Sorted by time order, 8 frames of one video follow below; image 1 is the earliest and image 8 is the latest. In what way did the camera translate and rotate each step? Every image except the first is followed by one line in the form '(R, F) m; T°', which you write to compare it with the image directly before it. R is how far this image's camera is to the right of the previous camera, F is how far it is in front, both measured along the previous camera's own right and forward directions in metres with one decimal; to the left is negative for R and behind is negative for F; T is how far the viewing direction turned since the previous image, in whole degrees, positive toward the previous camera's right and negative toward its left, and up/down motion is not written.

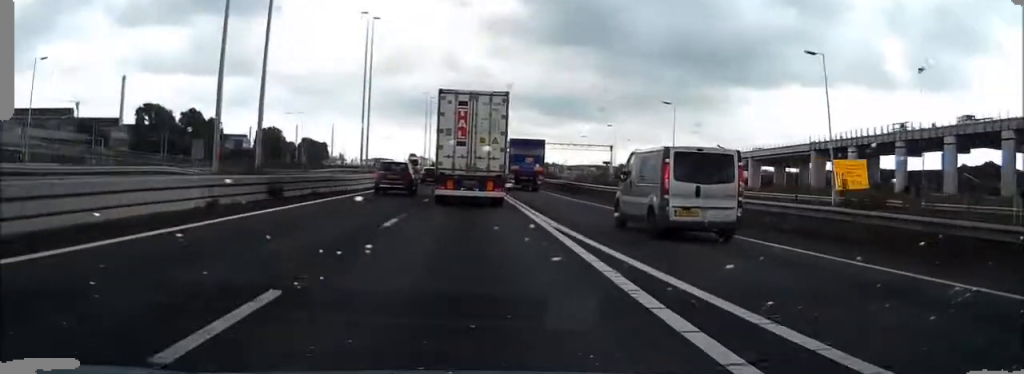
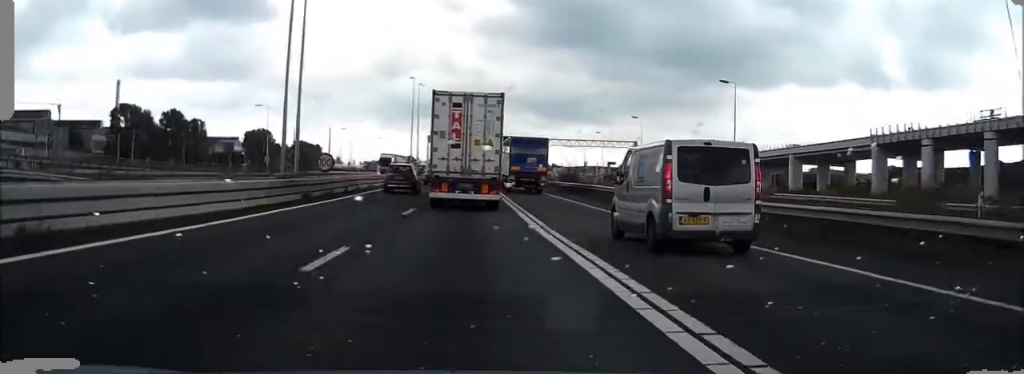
(-0.1, +21.7) m; 0°
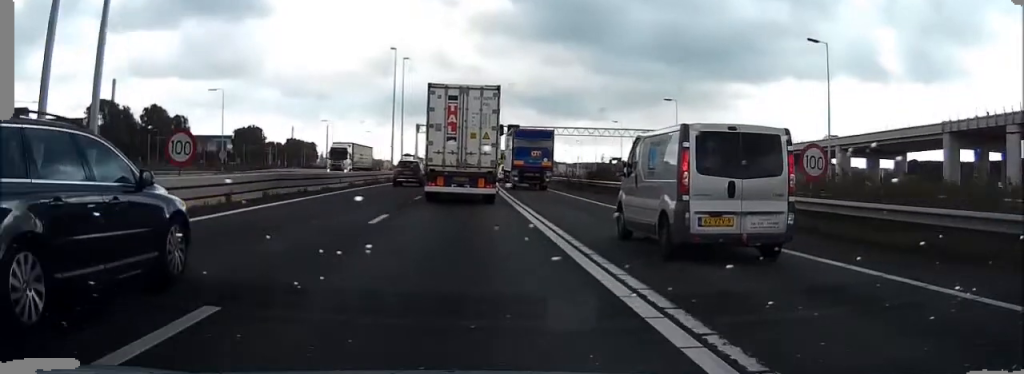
(0.0, +19.2) m; 0°
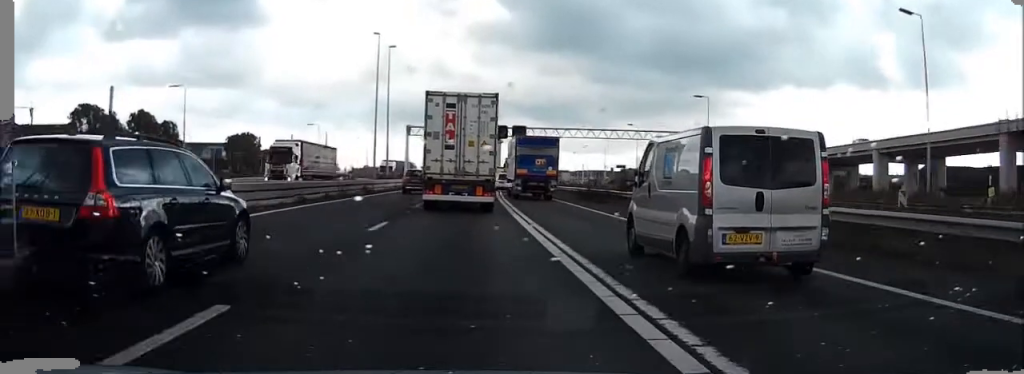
(+0.1, +12.2) m; 0°
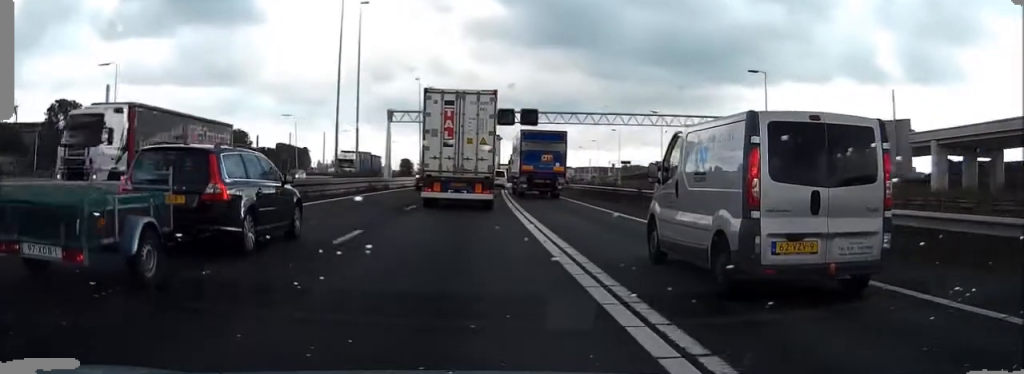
(-0.1, +15.9) m; 0°
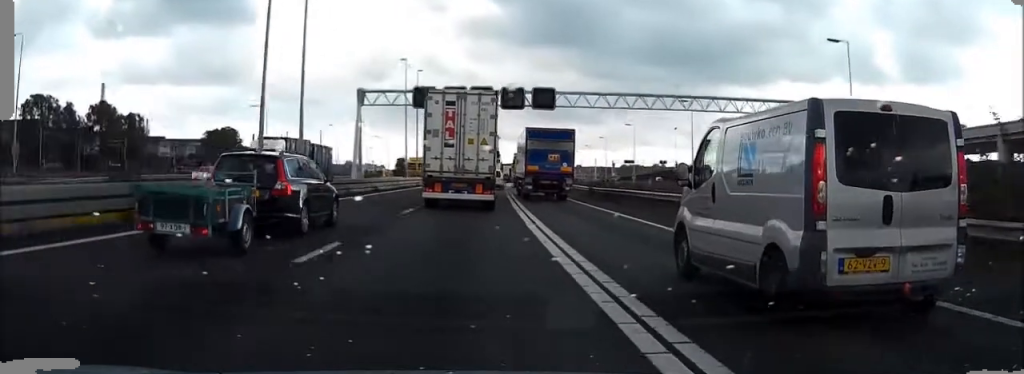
(0.0, +15.0) m; 0°
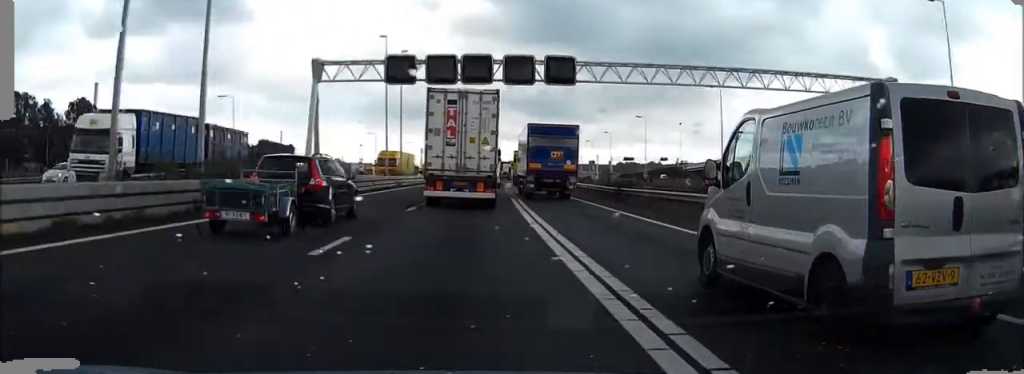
(-0.1, +11.9) m; 0°
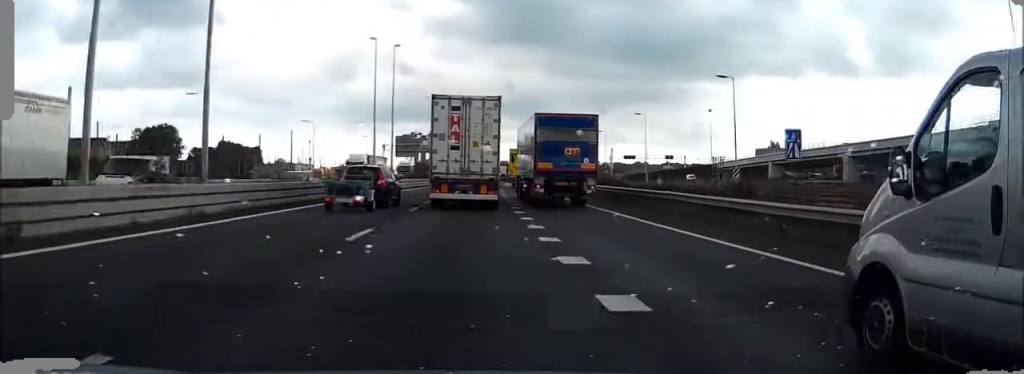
(+1.2, +46.2) m; +3°
